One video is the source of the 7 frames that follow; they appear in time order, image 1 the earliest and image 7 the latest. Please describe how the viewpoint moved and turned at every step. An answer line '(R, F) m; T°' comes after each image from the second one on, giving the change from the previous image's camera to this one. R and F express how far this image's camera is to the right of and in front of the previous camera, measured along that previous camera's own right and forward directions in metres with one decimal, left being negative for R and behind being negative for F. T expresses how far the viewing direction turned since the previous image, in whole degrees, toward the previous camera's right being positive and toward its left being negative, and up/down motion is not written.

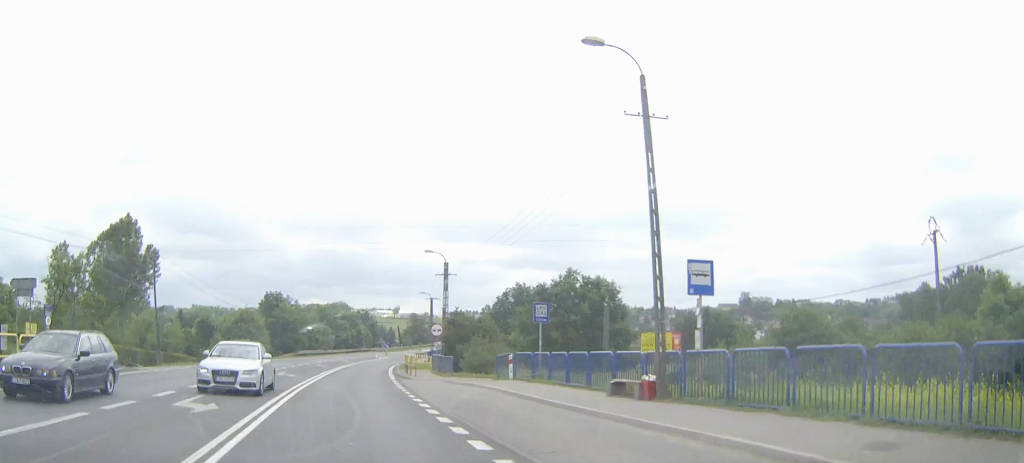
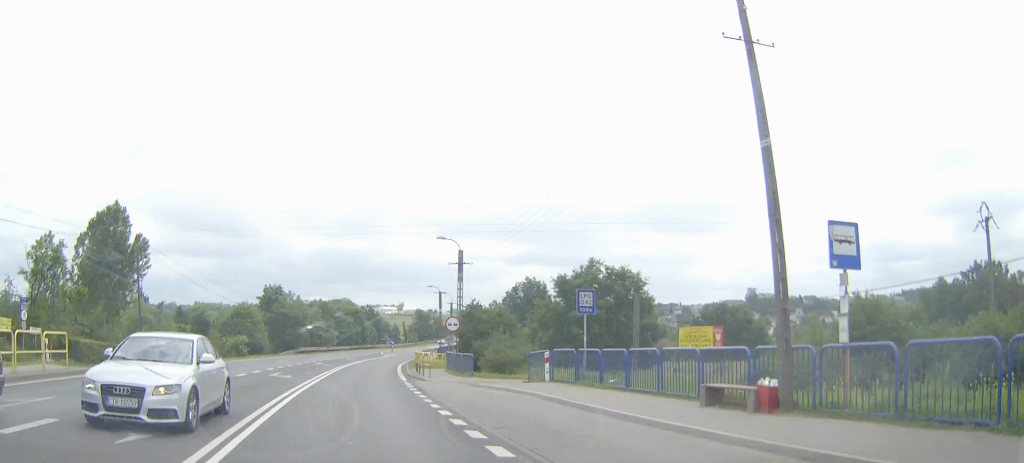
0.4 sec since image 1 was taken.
(0.0, +4.7) m; 0°
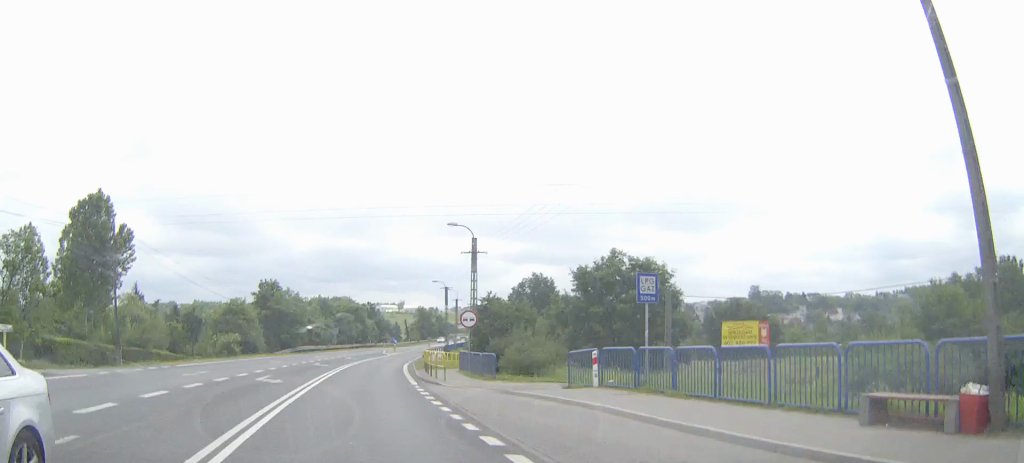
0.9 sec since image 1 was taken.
(0.0, +5.0) m; 0°
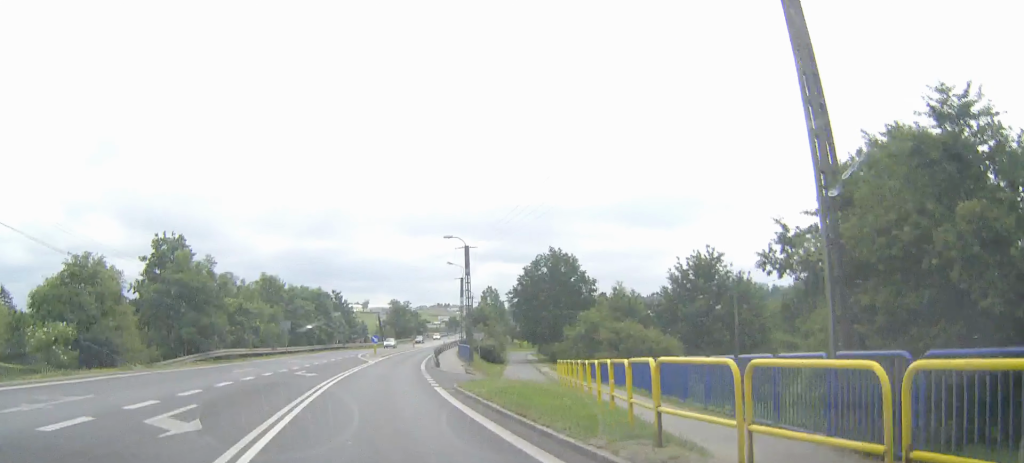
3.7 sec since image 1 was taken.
(+0.5, +33.9) m; +2°
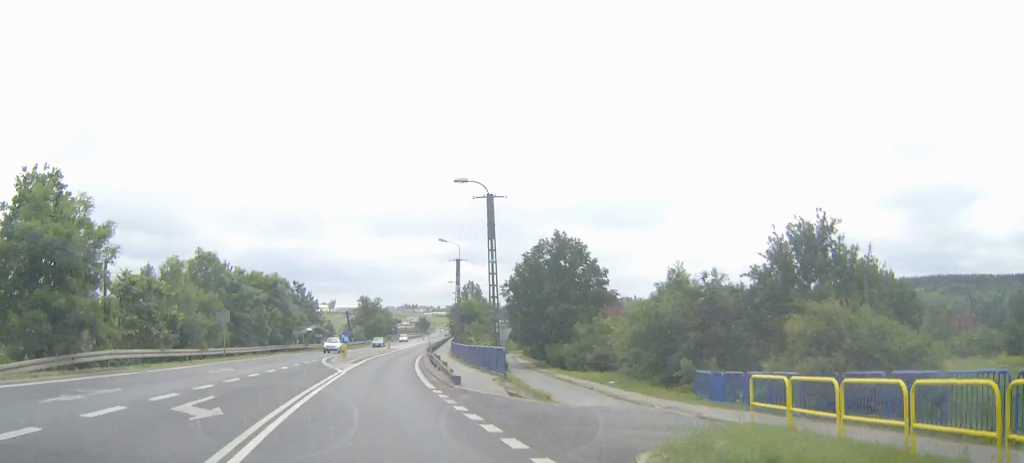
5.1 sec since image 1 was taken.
(+0.3, +17.4) m; +3°
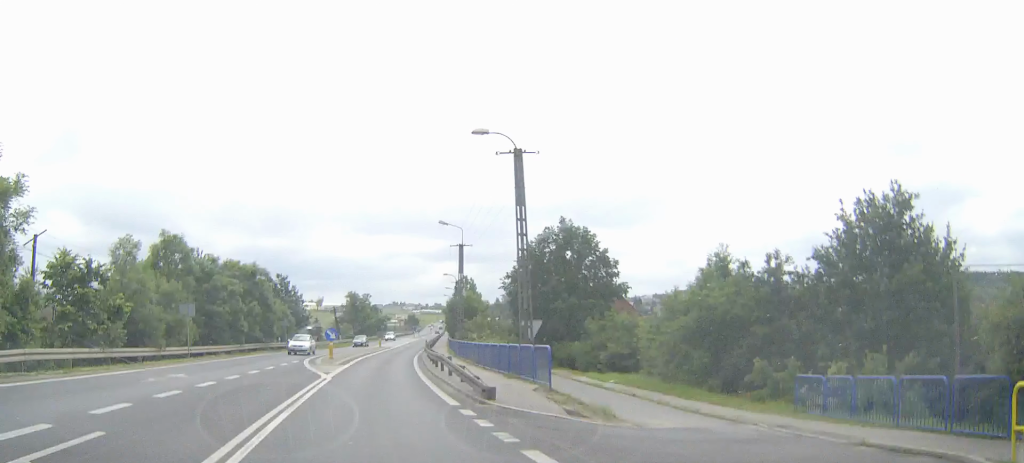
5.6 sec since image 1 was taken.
(+0.1, +7.4) m; +1°
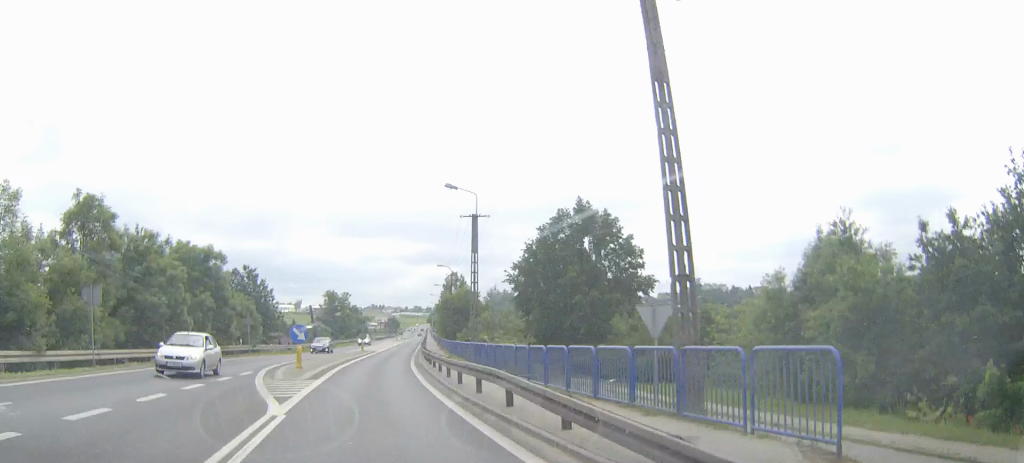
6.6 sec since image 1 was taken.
(+0.2, +12.8) m; +2°
